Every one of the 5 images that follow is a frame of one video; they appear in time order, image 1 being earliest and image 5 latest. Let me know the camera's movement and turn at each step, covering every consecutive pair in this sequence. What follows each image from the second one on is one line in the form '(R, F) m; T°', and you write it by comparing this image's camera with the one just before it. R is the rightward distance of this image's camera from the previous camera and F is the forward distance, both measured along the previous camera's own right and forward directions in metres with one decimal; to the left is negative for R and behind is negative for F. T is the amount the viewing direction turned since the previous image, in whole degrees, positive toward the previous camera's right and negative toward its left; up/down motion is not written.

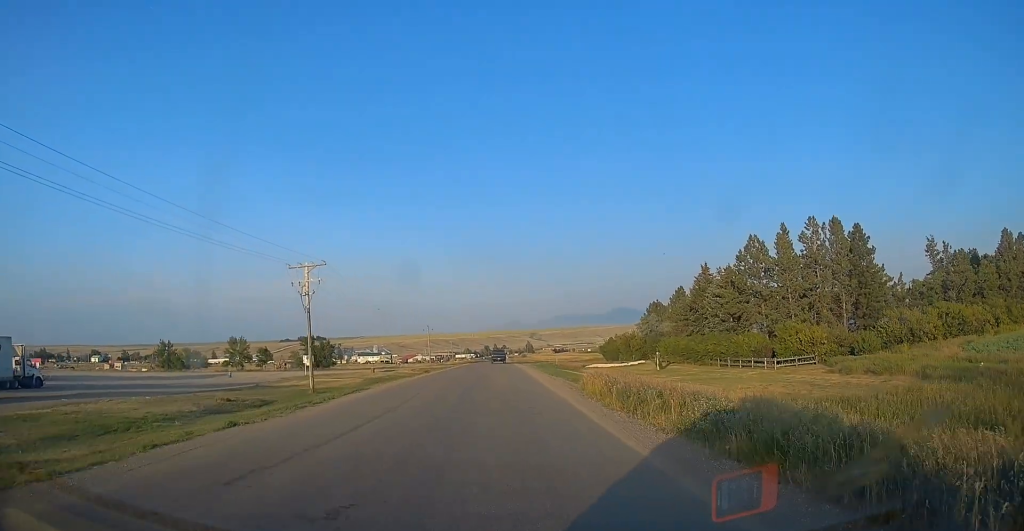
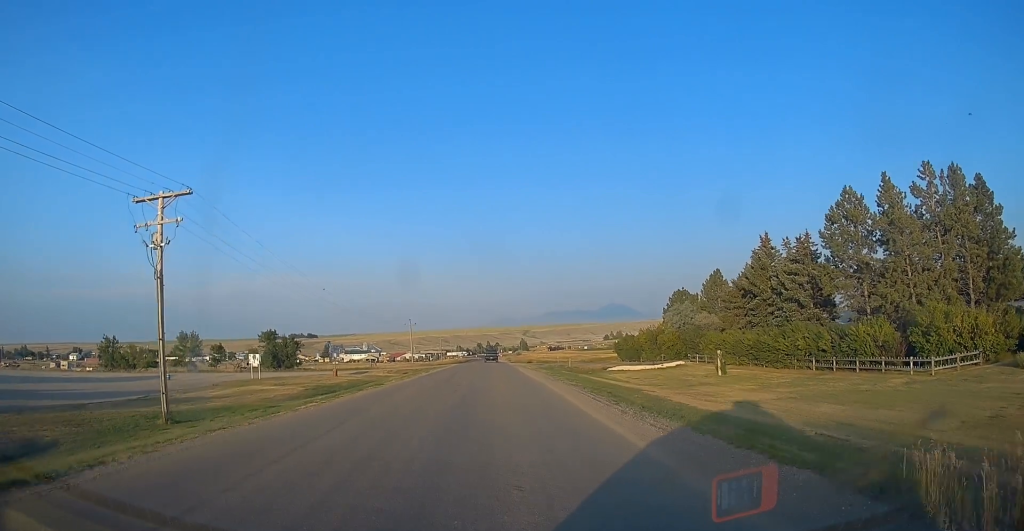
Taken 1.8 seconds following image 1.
(0.0, +23.3) m; +1°
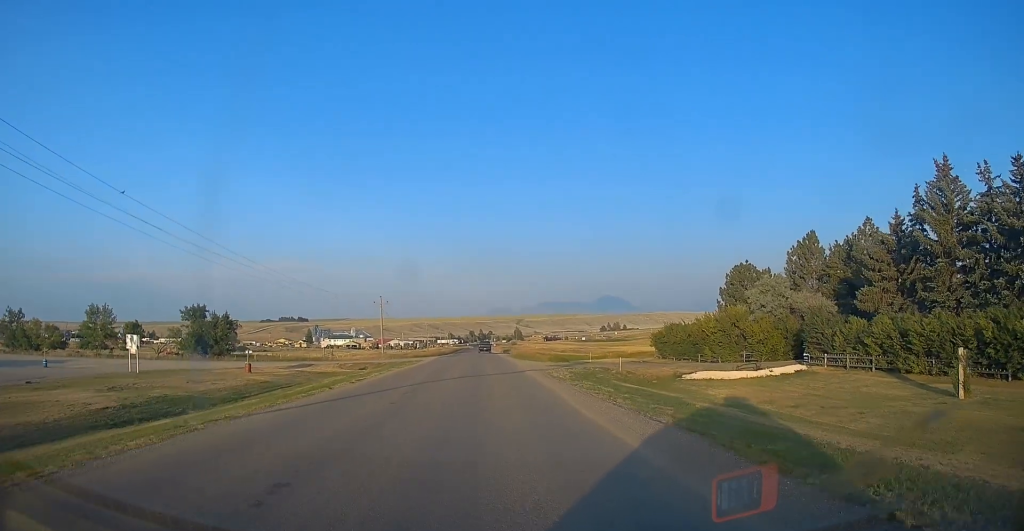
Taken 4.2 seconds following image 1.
(+0.2, +31.5) m; -1°
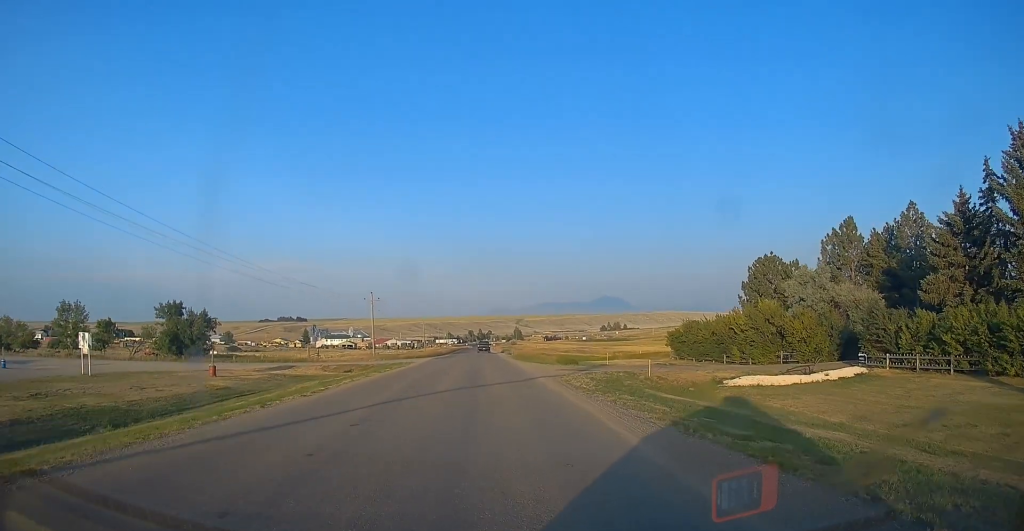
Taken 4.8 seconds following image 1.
(0.0, +8.0) m; +1°
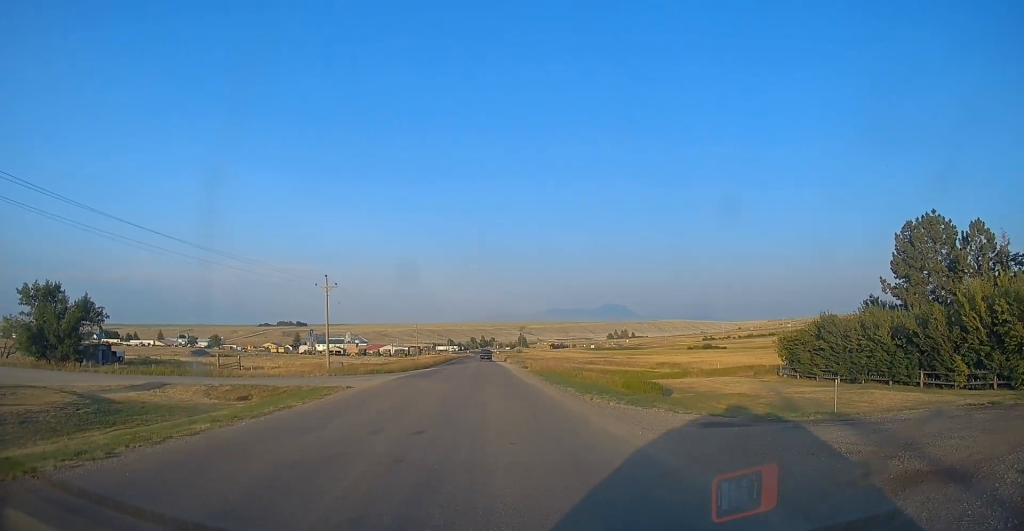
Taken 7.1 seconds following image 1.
(+0.2, +30.9) m; -1°
